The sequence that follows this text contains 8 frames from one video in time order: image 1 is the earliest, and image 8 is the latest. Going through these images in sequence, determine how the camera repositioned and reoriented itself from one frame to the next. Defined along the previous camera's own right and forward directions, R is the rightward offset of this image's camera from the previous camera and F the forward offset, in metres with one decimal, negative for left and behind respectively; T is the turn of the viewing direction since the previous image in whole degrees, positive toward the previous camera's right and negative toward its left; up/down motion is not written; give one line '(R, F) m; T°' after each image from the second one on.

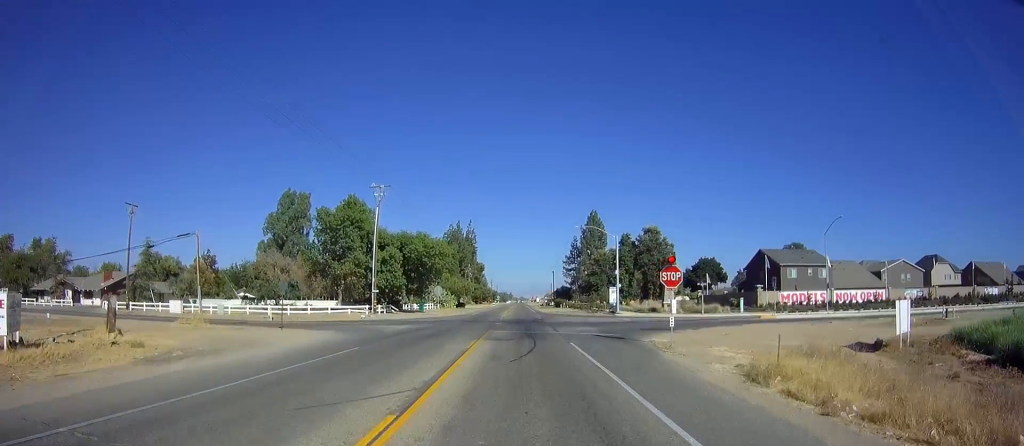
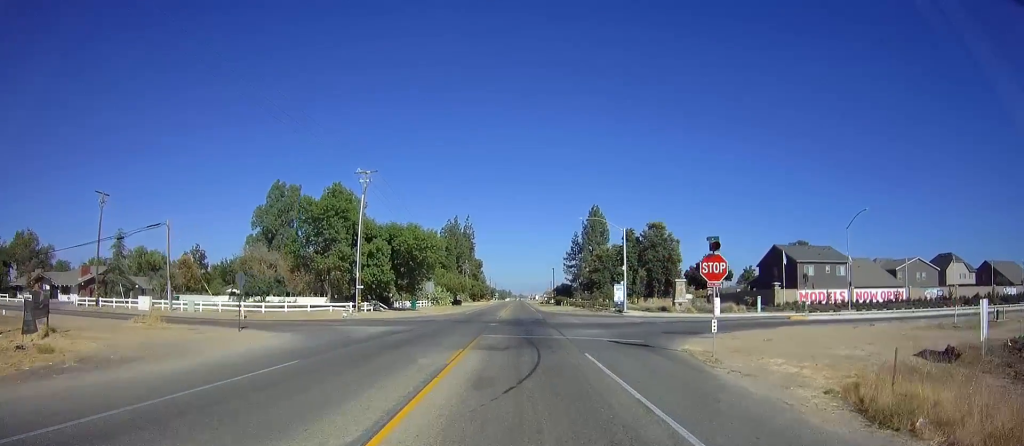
(0.0, +5.5) m; 0°
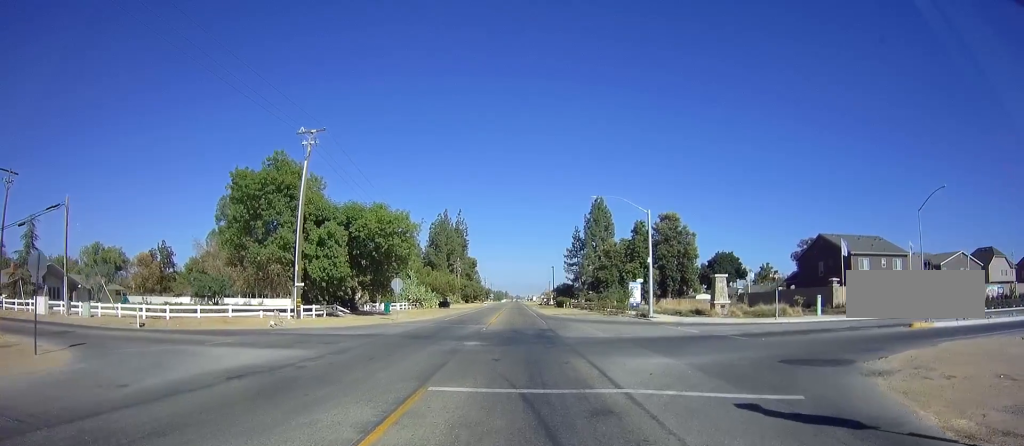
(0.0, +14.8) m; 0°
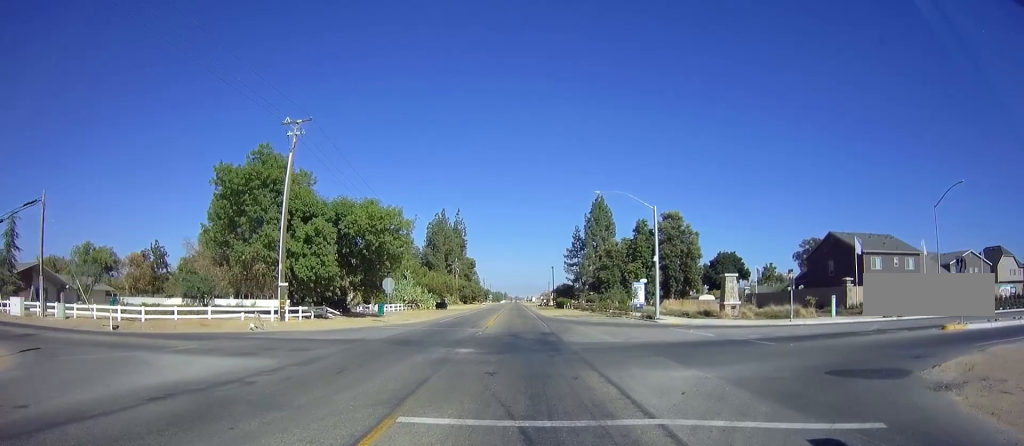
(0.0, +2.6) m; 0°
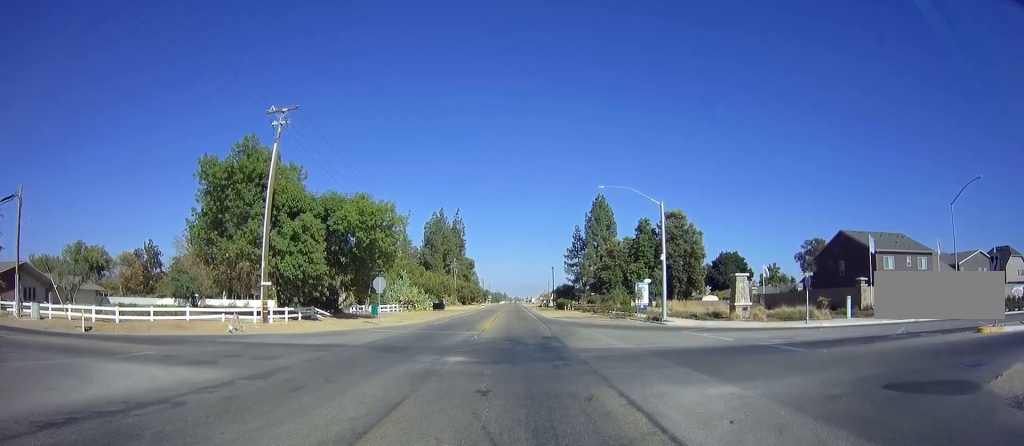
(0.0, +2.4) m; 0°
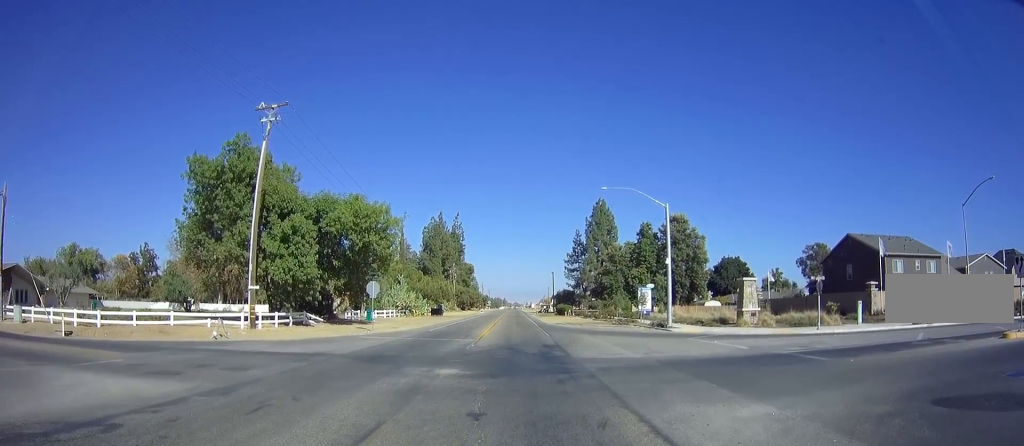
(0.0, +1.8) m; +1°
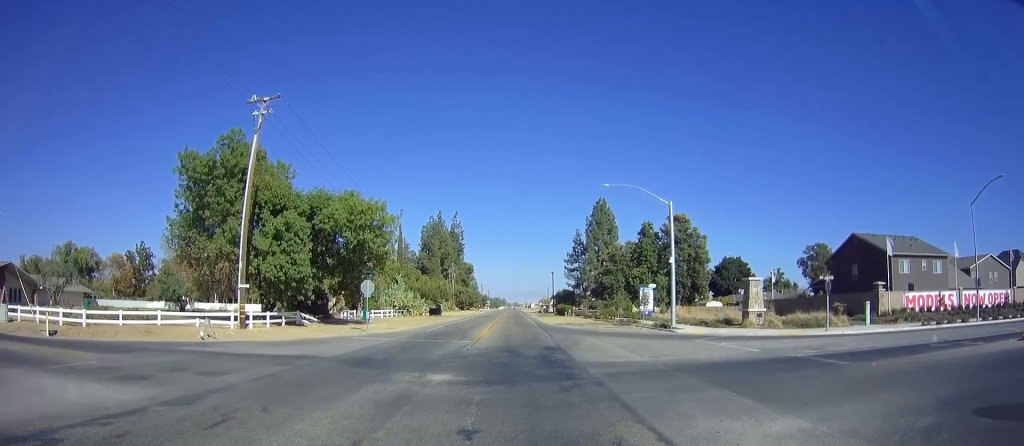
(0.0, +1.3) m; +1°
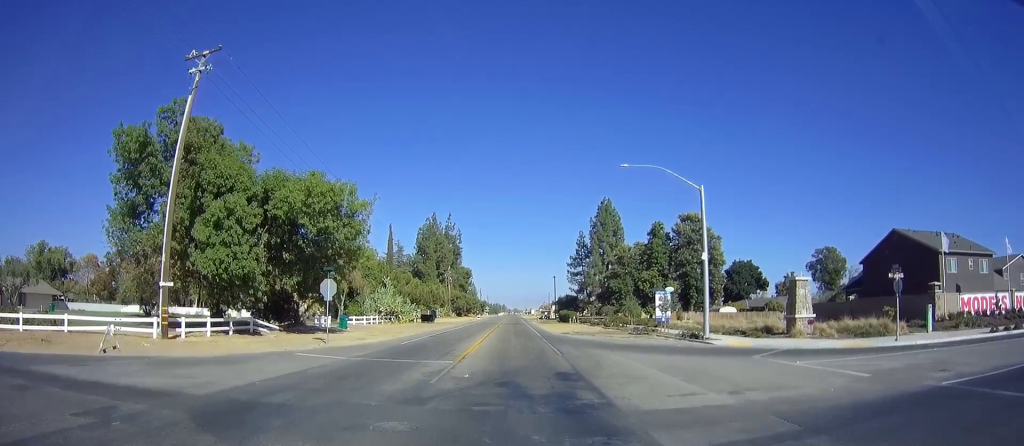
(+0.3, +6.2) m; 0°
